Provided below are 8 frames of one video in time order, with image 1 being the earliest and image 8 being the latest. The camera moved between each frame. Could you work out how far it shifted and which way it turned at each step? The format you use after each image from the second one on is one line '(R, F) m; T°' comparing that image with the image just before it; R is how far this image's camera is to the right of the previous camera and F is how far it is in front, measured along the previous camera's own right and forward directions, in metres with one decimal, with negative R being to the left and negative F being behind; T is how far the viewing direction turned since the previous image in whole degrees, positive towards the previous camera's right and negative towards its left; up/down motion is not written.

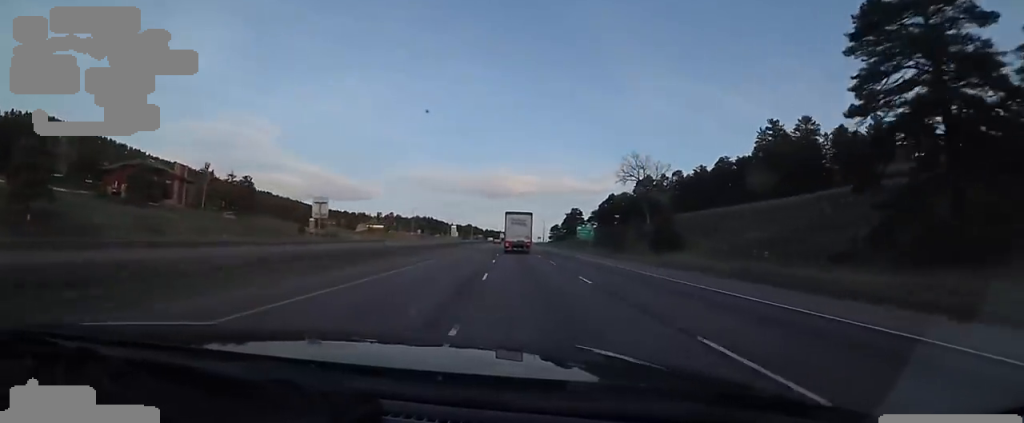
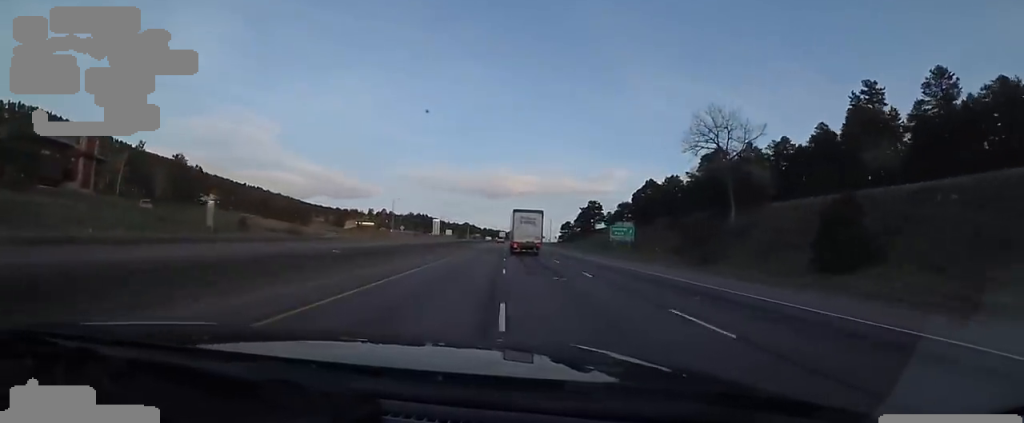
(-1.1, +32.3) m; 0°
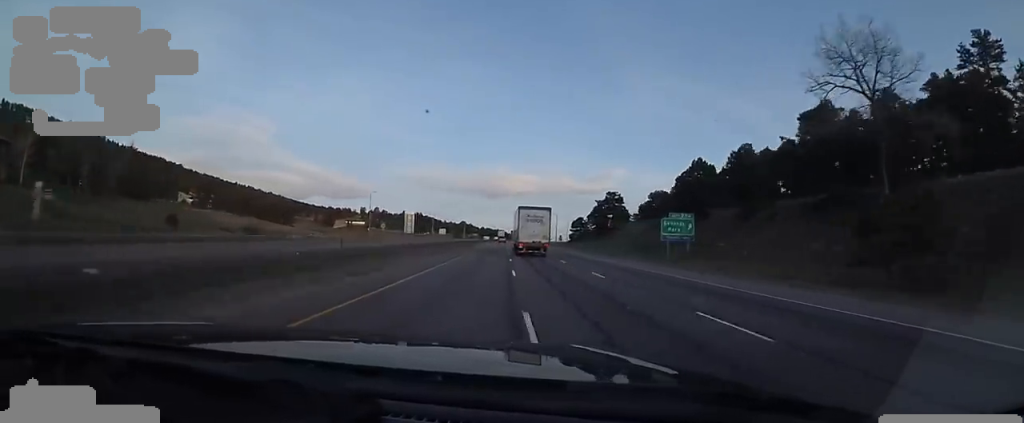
(+0.8, +25.2) m; 0°
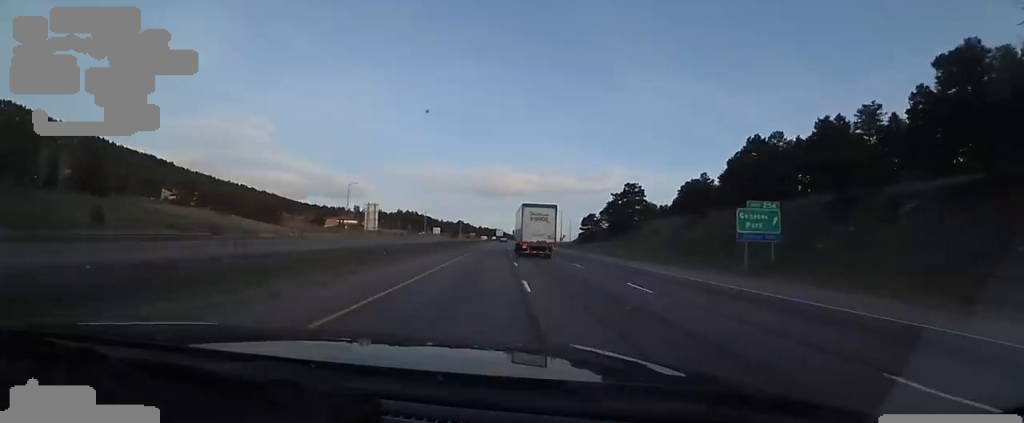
(-0.3, +17.9) m; 0°
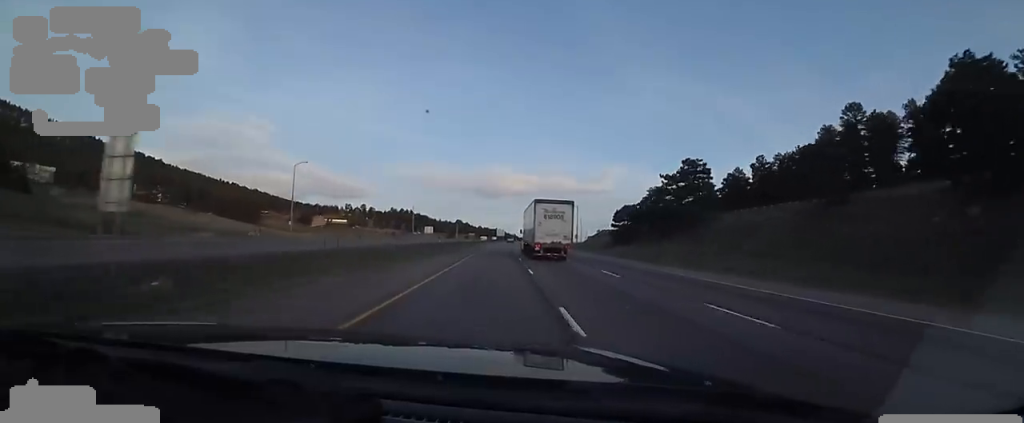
(-0.2, +30.2) m; 0°
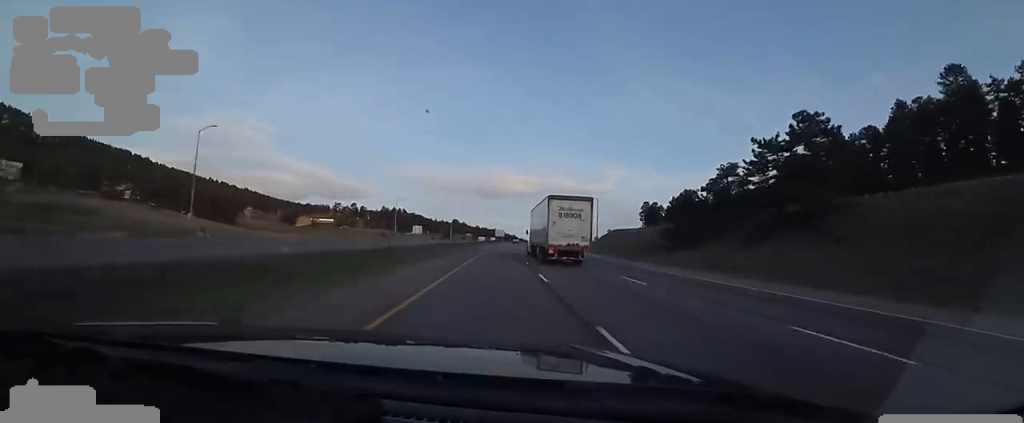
(+0.6, +26.6) m; 0°
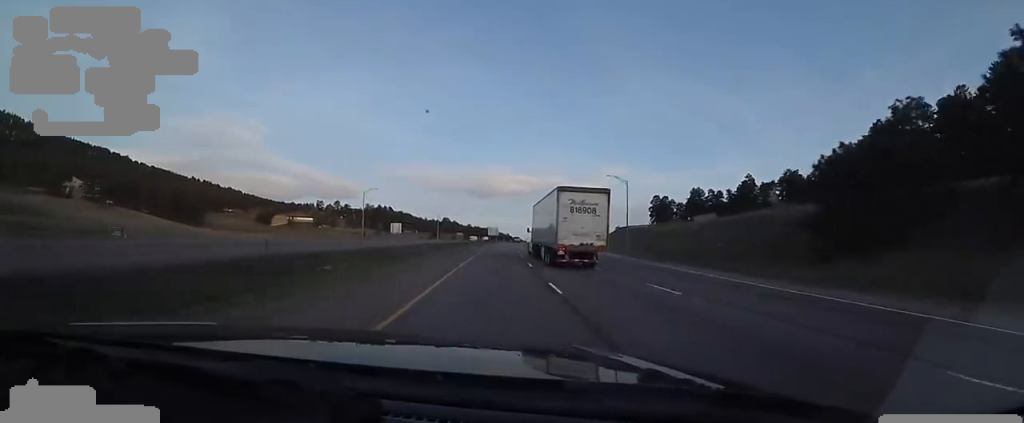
(-1.0, +27.0) m; 0°
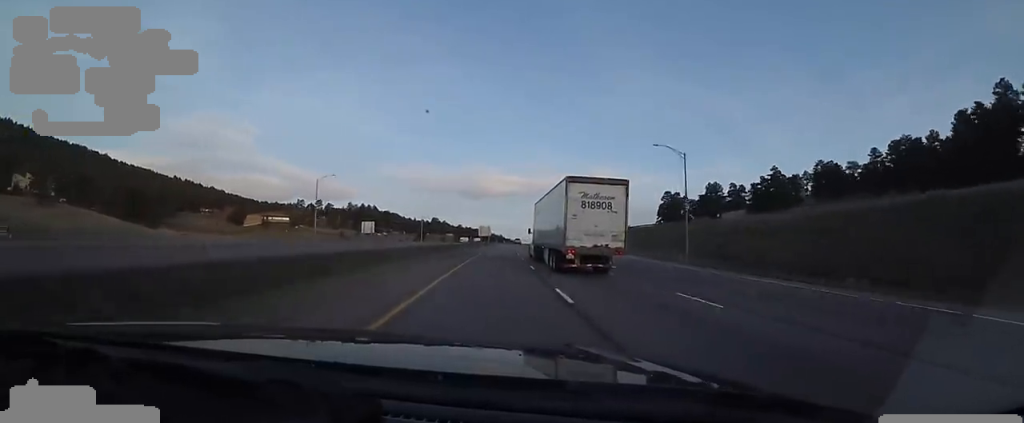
(+1.1, +25.5) m; +3°
